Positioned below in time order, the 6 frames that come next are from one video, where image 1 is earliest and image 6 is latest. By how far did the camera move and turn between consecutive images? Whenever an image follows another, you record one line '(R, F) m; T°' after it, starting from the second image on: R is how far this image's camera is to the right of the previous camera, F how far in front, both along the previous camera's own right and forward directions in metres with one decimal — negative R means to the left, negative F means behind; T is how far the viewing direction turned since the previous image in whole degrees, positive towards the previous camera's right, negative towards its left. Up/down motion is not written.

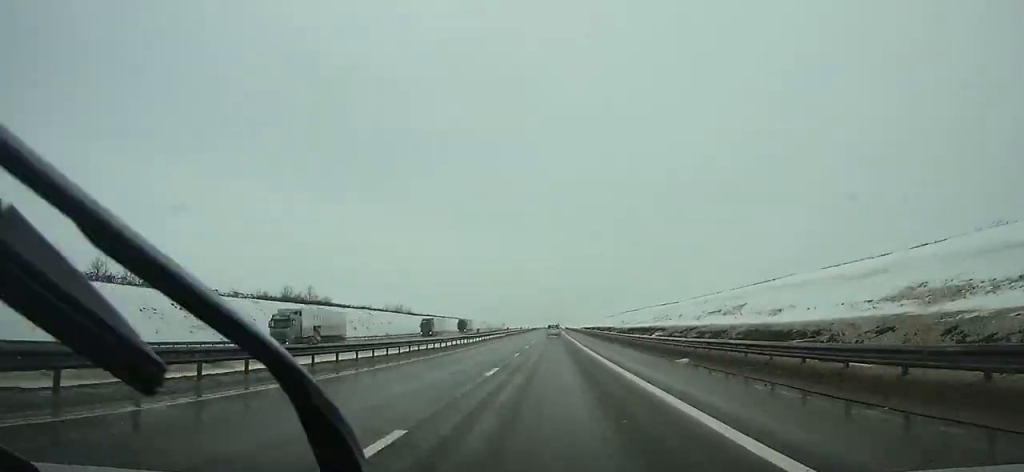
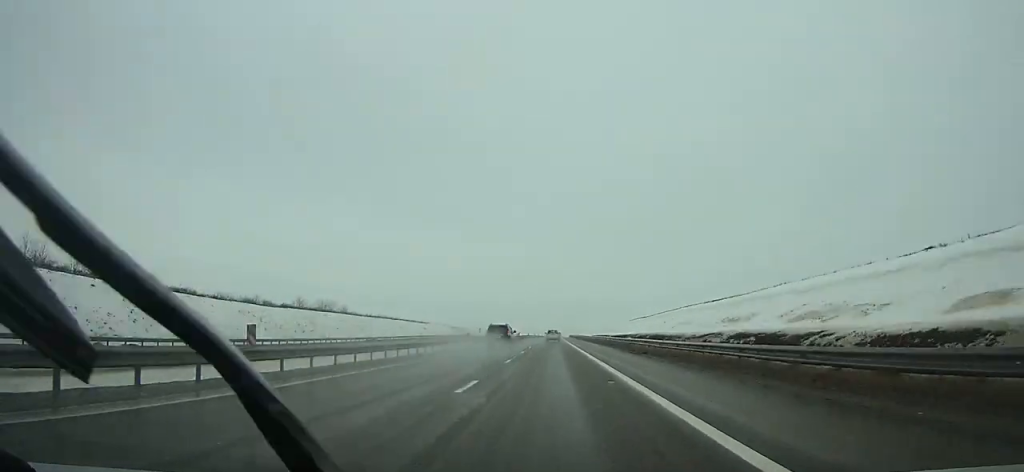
(0.0, +111.0) m; 0°
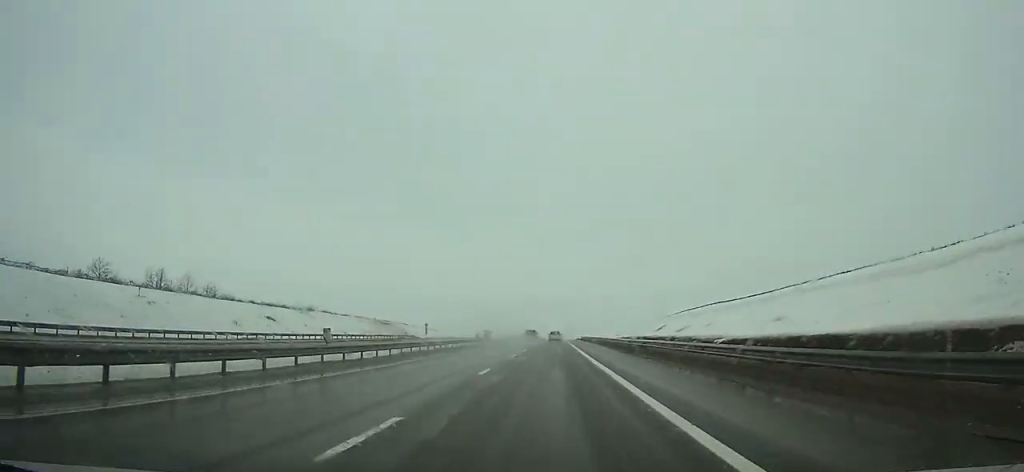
(+0.1, +102.0) m; 0°
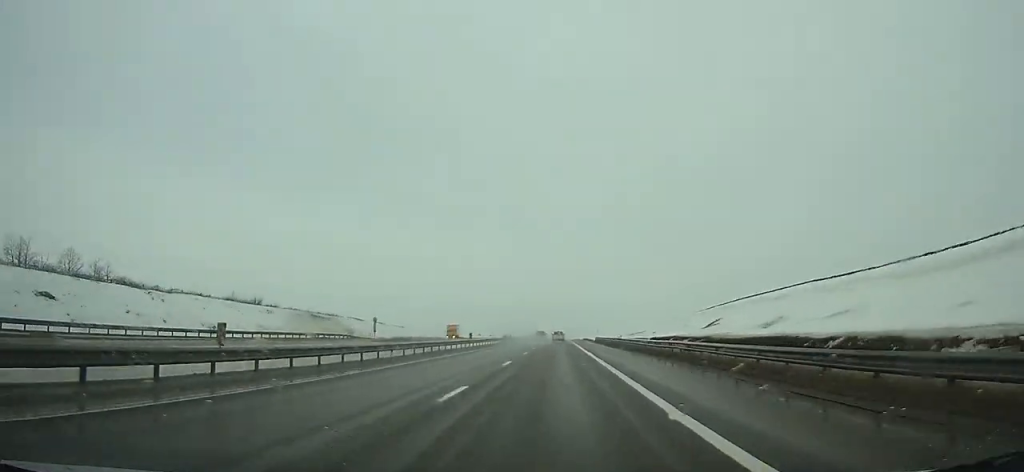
(+0.1, +42.7) m; 0°
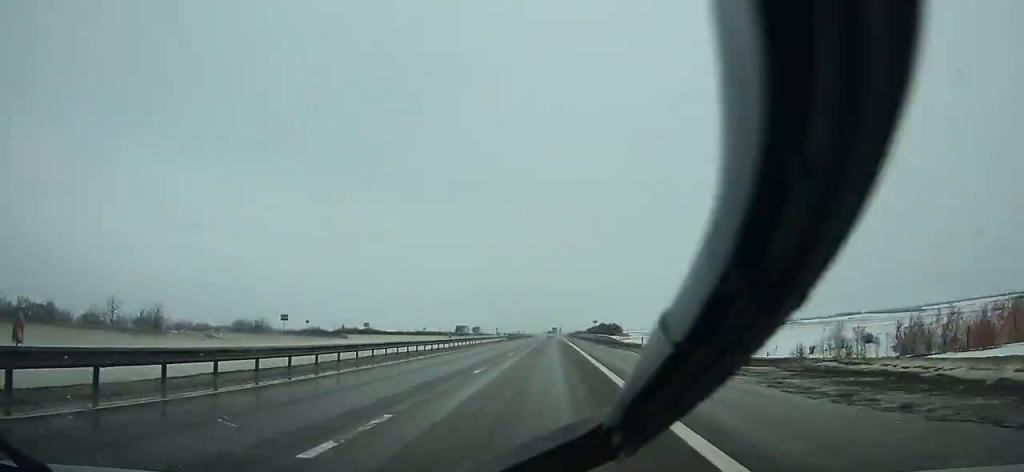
(+1.0, +328.0) m; 0°
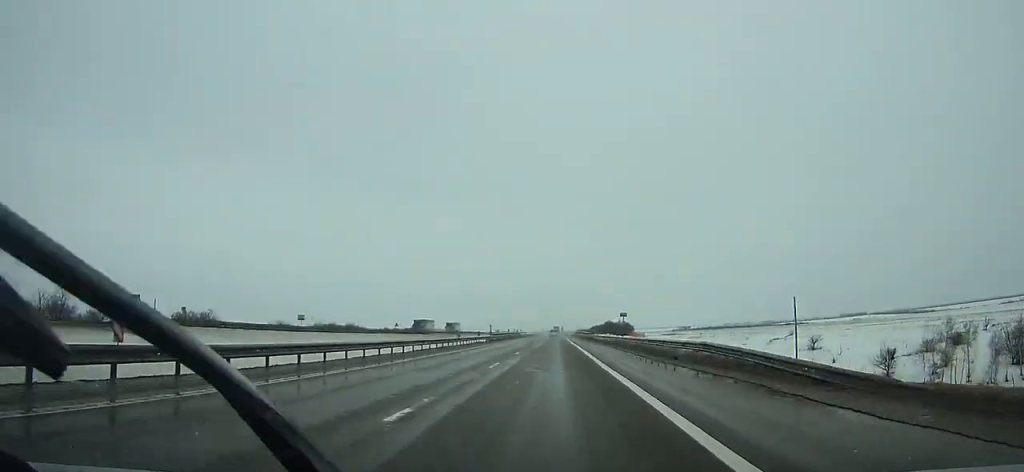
(0.0, +33.7) m; 0°
